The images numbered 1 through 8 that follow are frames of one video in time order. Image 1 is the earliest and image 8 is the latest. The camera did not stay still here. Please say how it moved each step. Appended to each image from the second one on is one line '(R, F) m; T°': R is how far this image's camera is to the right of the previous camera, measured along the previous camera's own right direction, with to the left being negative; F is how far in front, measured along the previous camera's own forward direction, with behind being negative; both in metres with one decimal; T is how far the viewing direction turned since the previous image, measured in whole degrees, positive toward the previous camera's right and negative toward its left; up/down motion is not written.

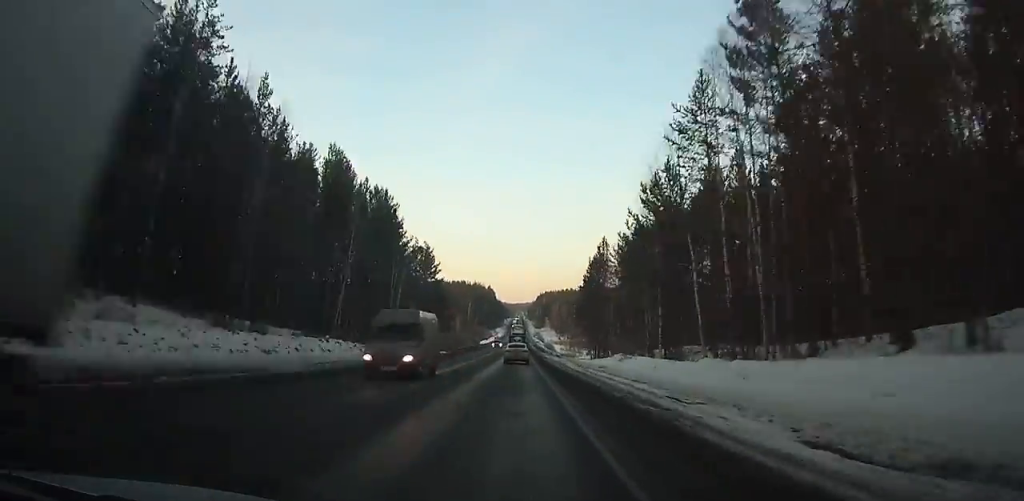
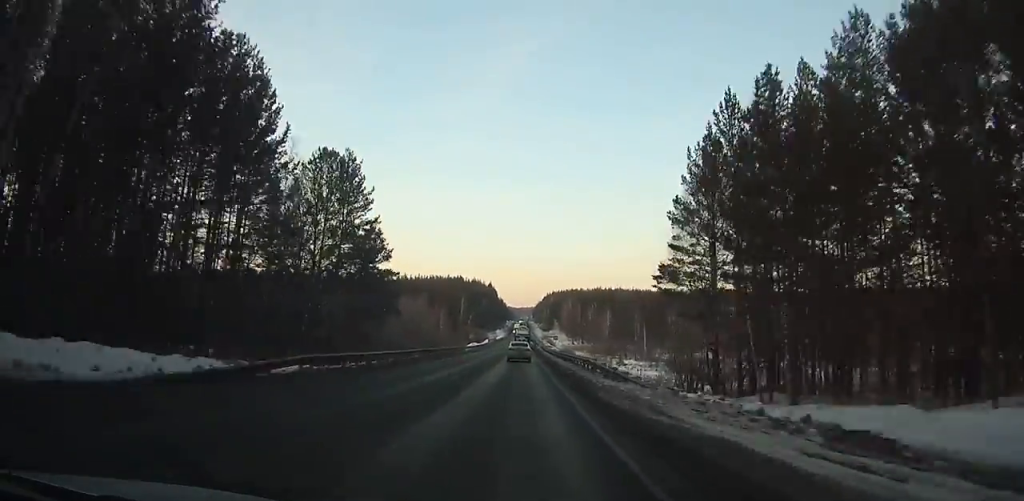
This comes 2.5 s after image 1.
(-0.2, +55.8) m; 0°
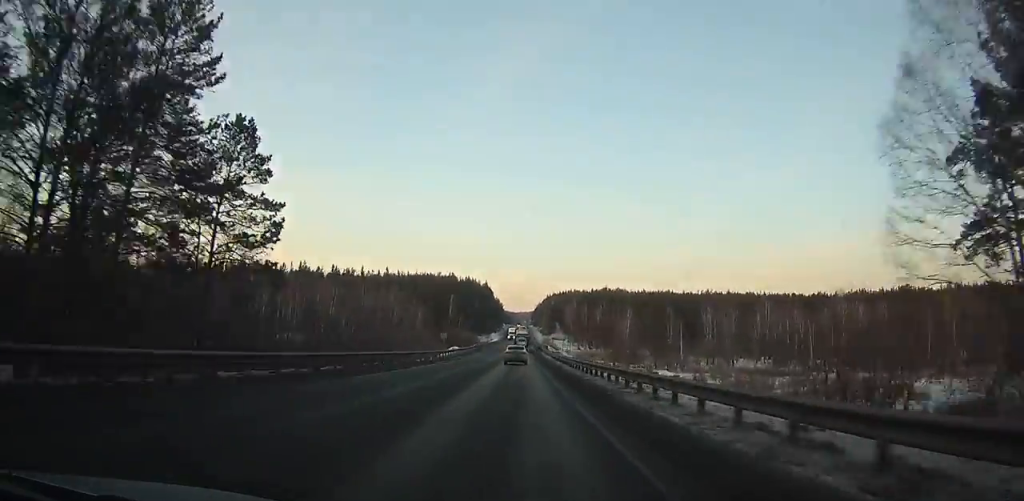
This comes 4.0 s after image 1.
(-0.2, +33.8) m; 0°
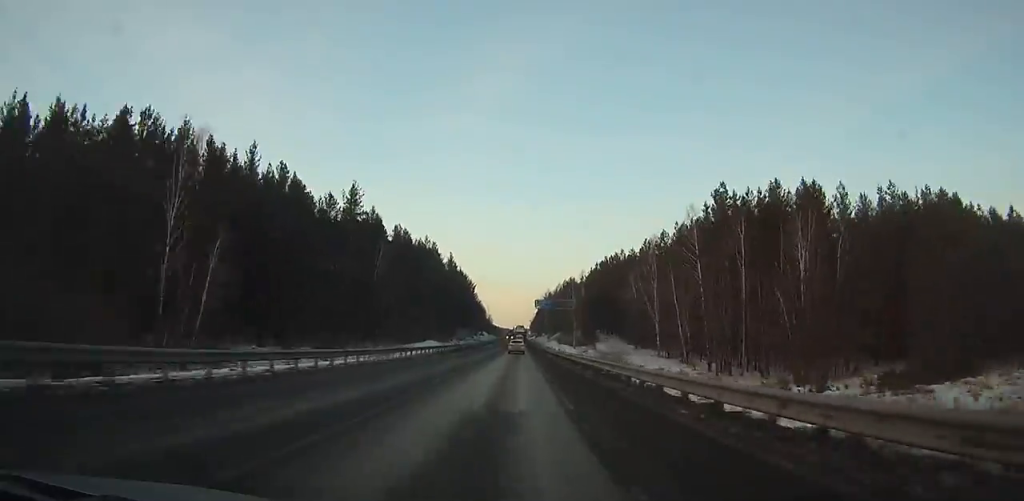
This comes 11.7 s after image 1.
(+1.0, +178.5) m; 0°
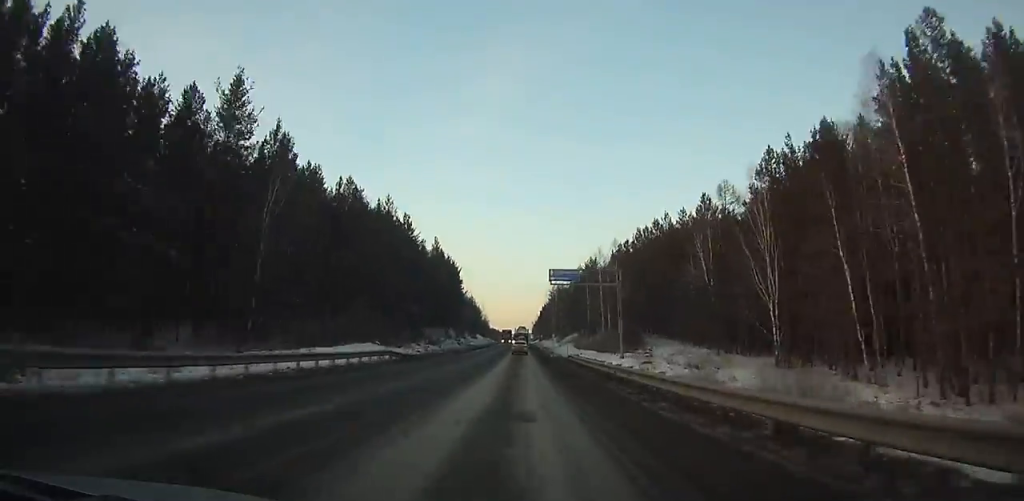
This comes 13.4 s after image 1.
(0.0, +40.4) m; 0°
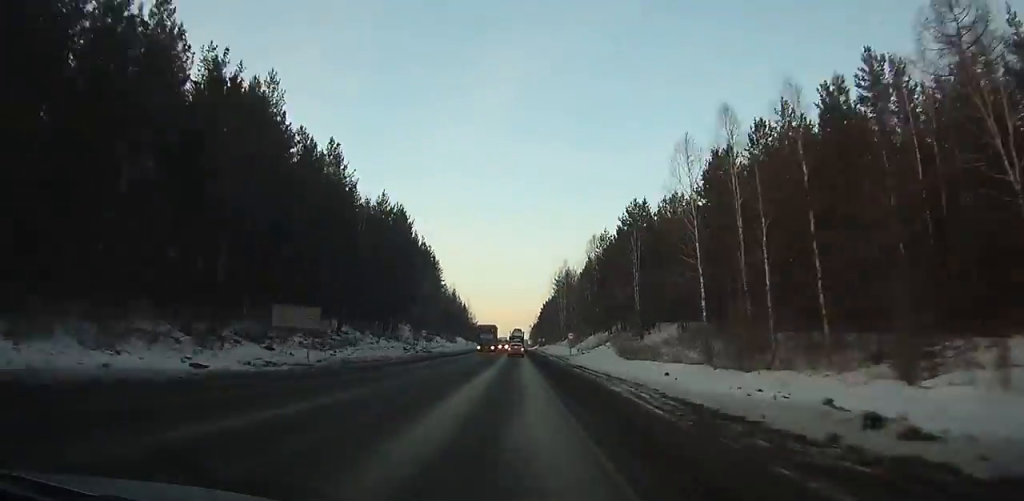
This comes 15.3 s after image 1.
(0.0, +45.7) m; 0°
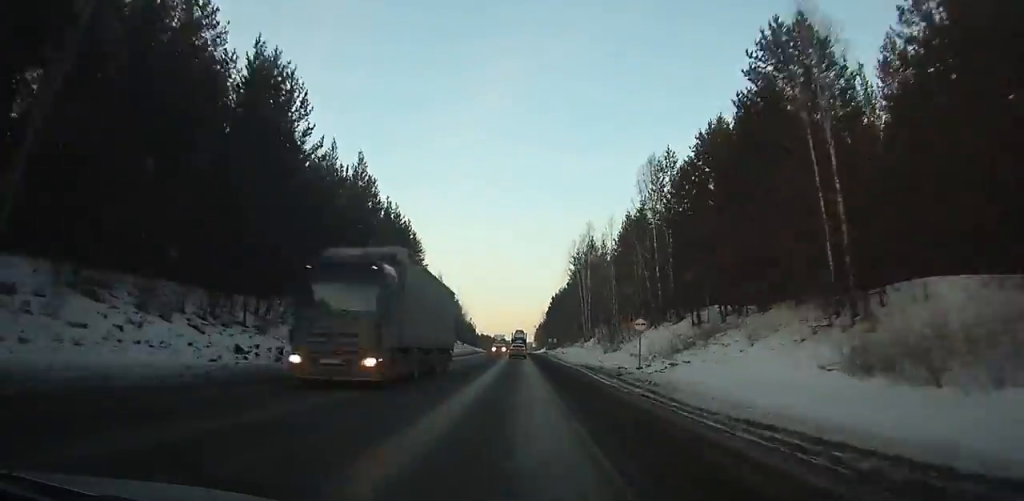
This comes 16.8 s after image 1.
(0.0, +35.9) m; 0°
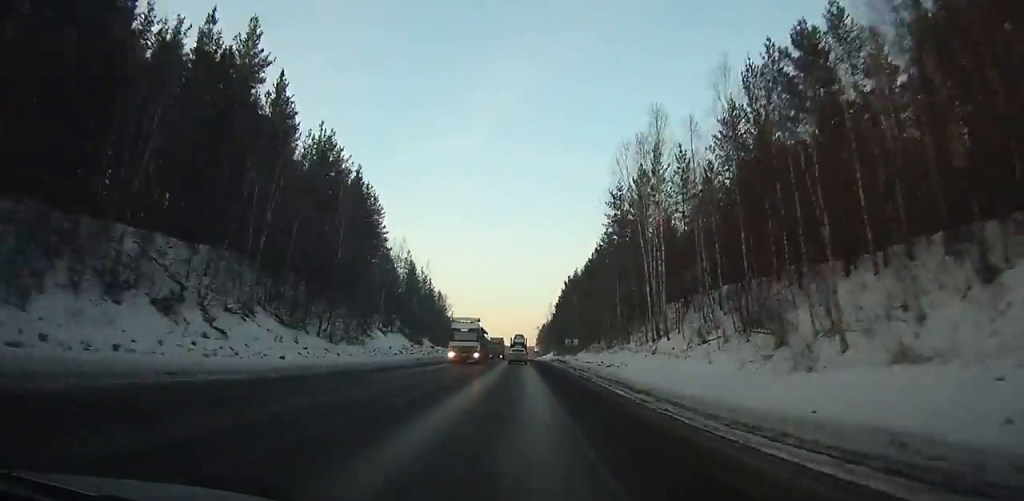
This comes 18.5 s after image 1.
(-0.1, +40.5) m; 0°
